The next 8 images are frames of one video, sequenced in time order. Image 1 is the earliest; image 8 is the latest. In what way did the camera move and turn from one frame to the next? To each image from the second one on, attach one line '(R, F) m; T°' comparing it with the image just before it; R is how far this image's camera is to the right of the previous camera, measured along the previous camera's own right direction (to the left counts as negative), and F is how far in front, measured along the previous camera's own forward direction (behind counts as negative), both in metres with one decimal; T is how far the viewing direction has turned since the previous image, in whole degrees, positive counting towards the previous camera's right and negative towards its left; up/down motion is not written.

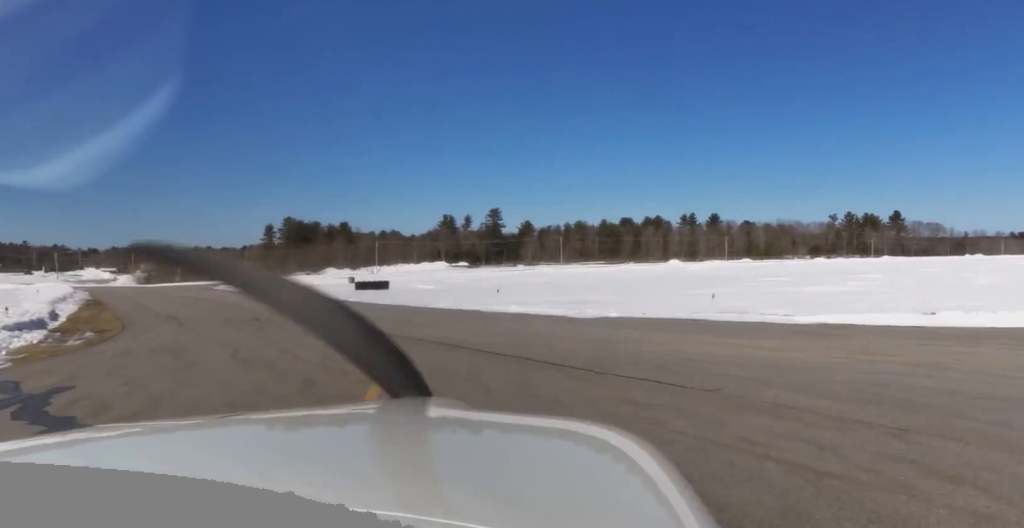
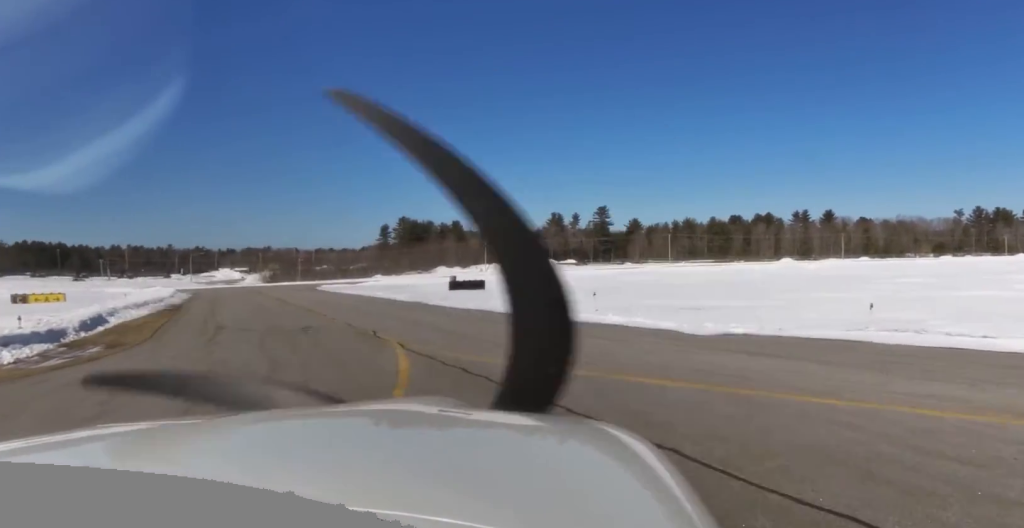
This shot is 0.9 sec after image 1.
(-0.7, +5.6) m; -9°
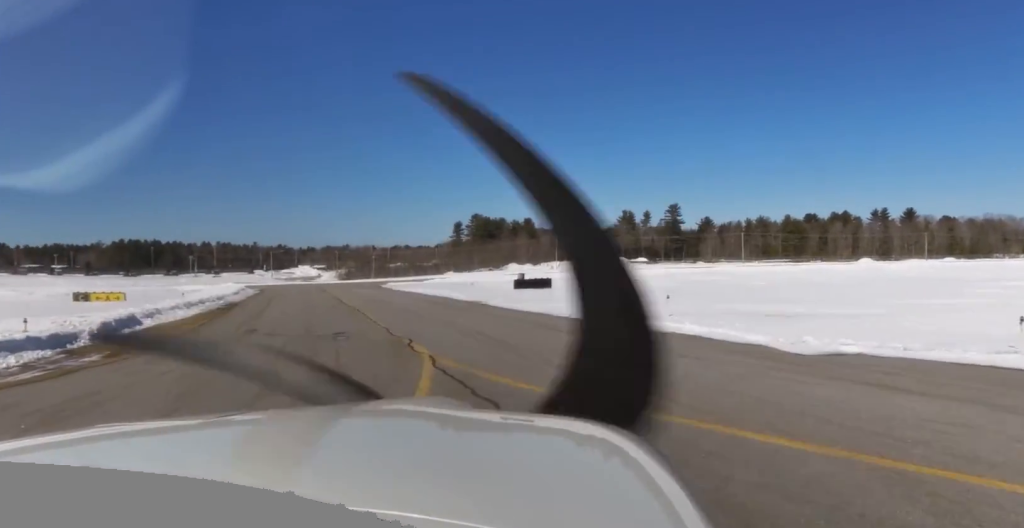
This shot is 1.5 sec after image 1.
(-0.2, +3.4) m; -5°
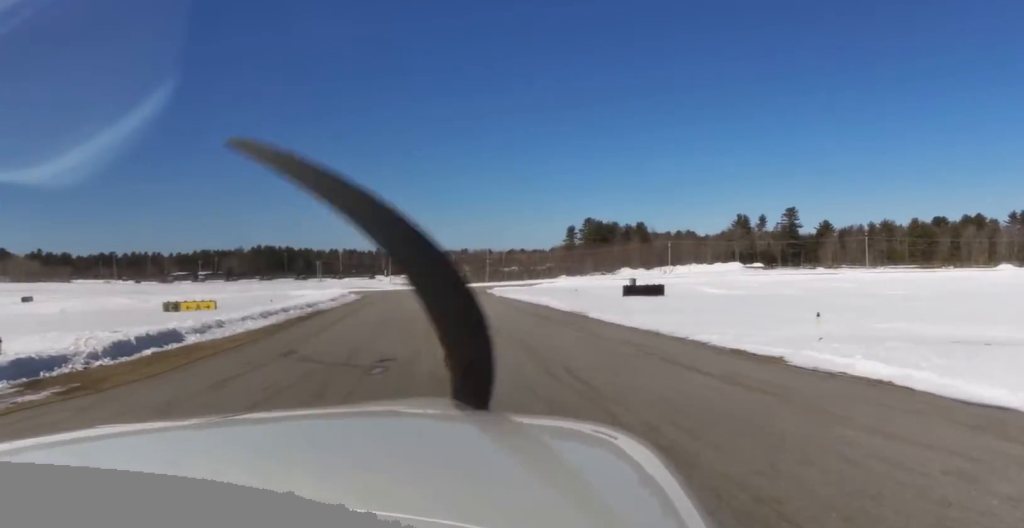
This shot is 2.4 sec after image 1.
(-0.1, +5.5) m; -7°
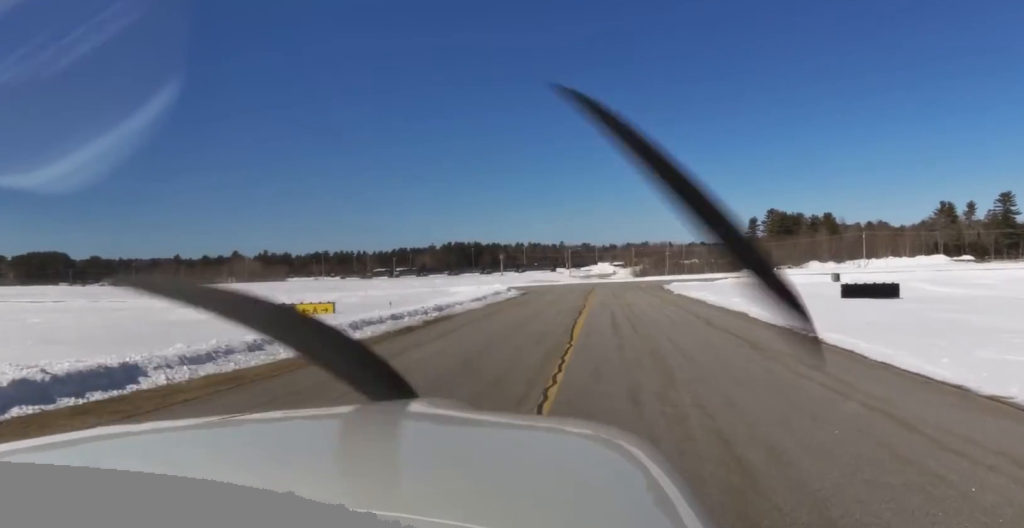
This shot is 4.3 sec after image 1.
(-1.4, +10.8) m; -17°
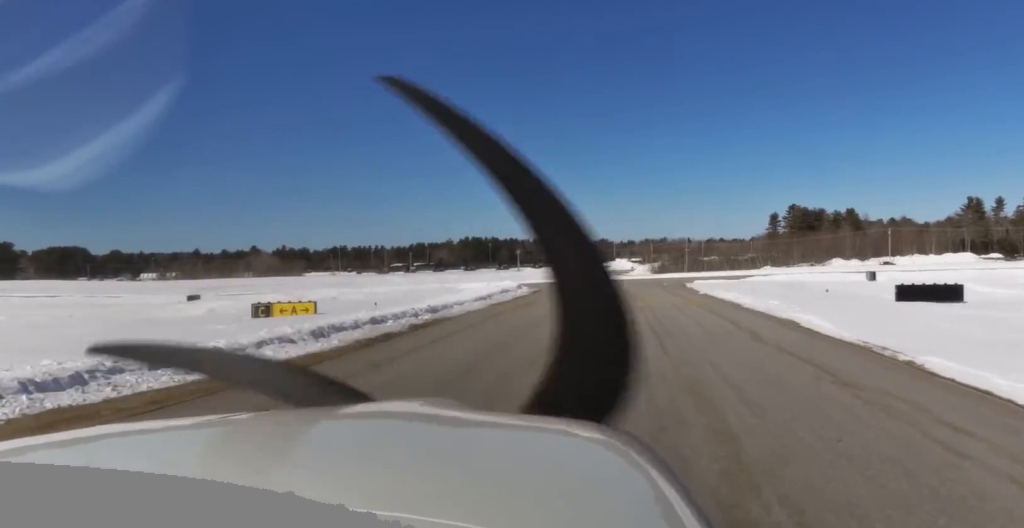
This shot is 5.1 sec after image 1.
(-0.6, +4.4) m; -7°
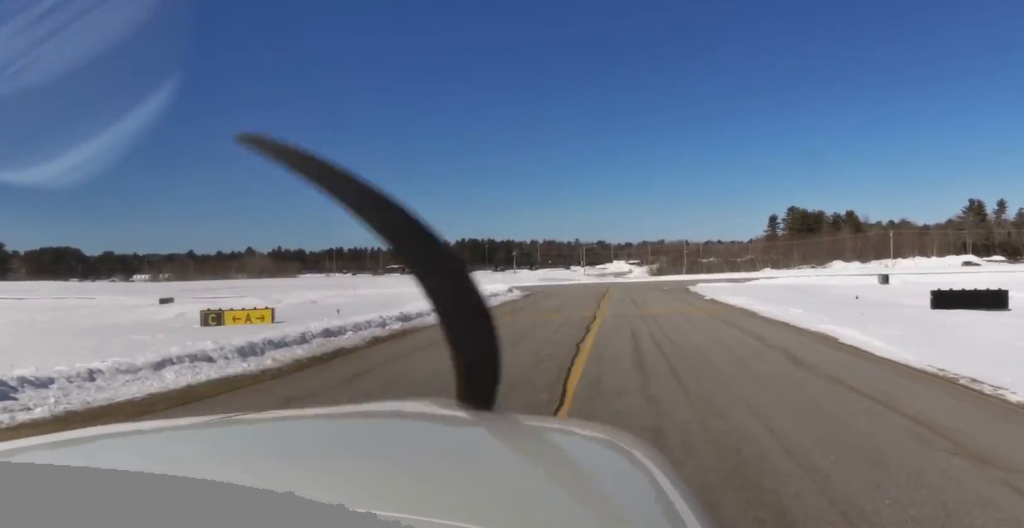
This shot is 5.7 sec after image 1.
(-0.1, +3.7) m; -2°
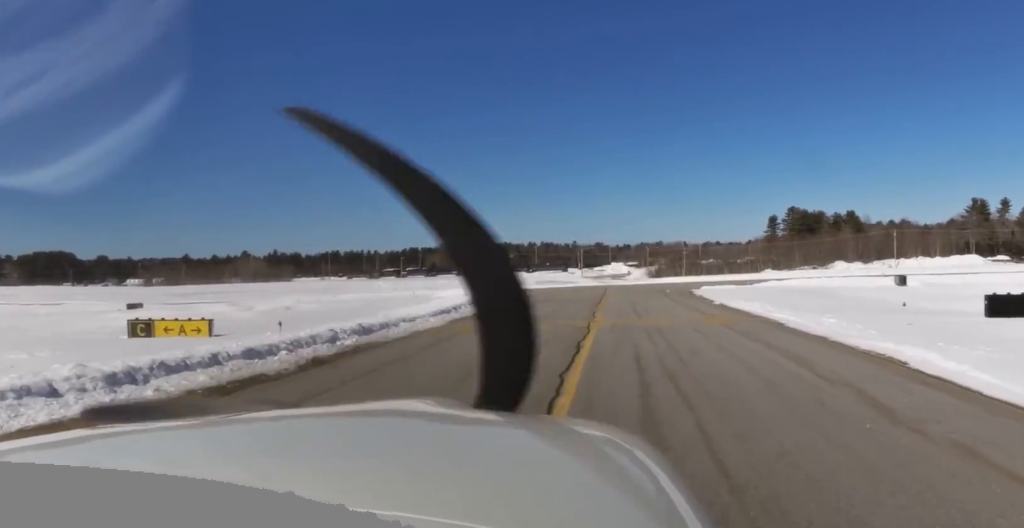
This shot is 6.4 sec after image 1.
(0.0, +4.1) m; -2°
